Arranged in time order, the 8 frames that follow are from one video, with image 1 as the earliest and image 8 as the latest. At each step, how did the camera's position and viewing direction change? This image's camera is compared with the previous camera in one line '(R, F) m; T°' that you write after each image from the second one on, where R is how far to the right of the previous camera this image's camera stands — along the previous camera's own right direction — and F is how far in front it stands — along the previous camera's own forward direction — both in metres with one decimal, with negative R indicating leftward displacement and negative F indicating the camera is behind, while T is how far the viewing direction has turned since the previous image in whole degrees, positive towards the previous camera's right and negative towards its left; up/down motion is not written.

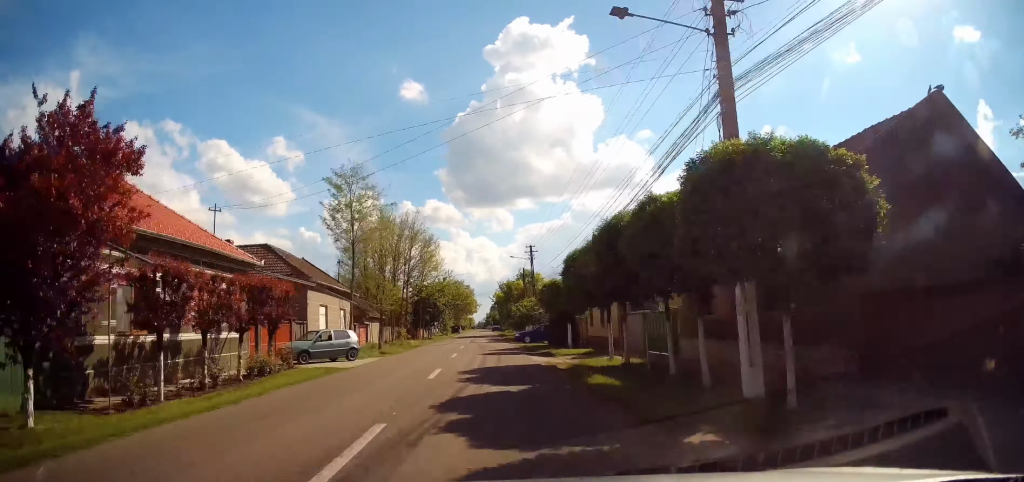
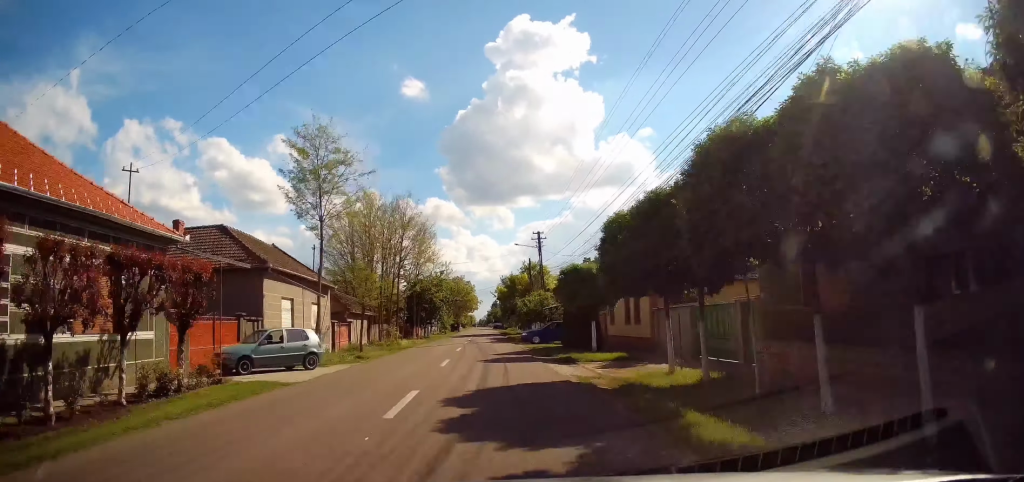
(-0.1, +5.7) m; +1°
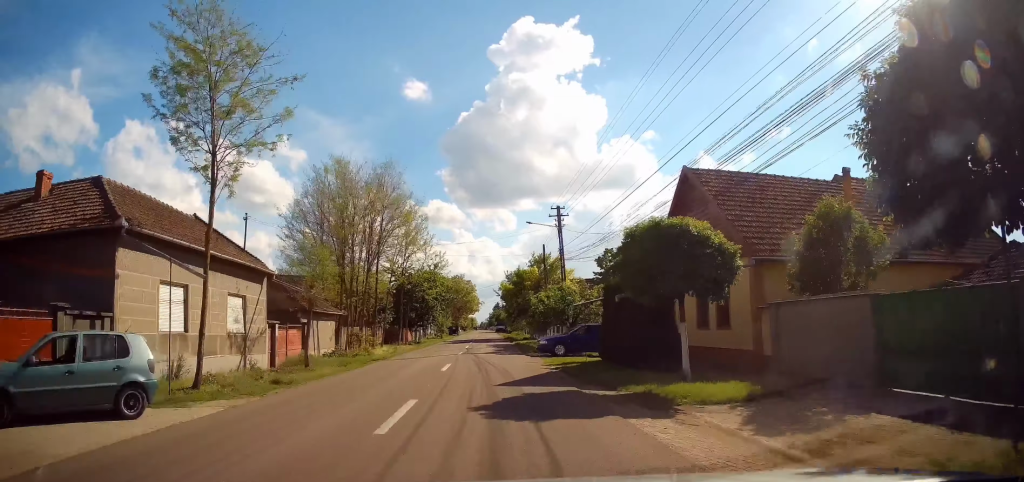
(+0.2, +9.7) m; -1°
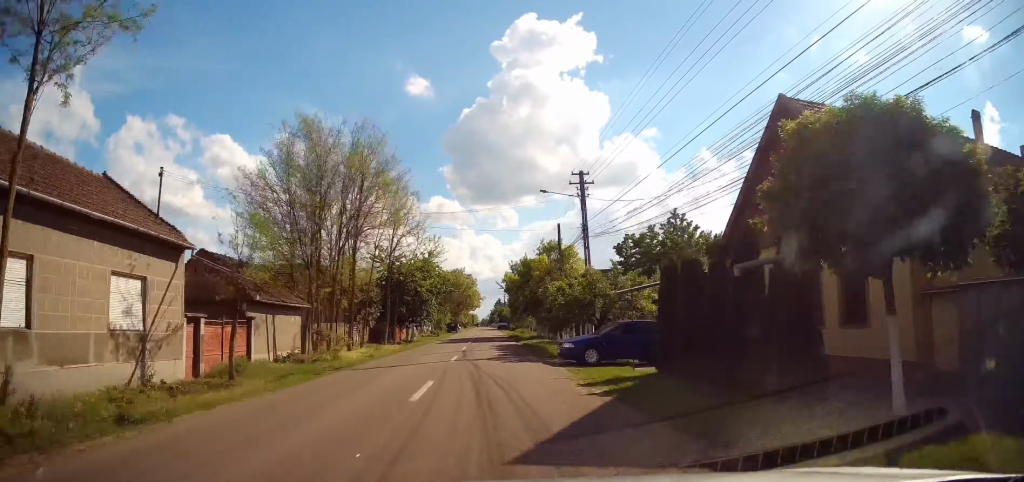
(+0.1, +6.7) m; -1°
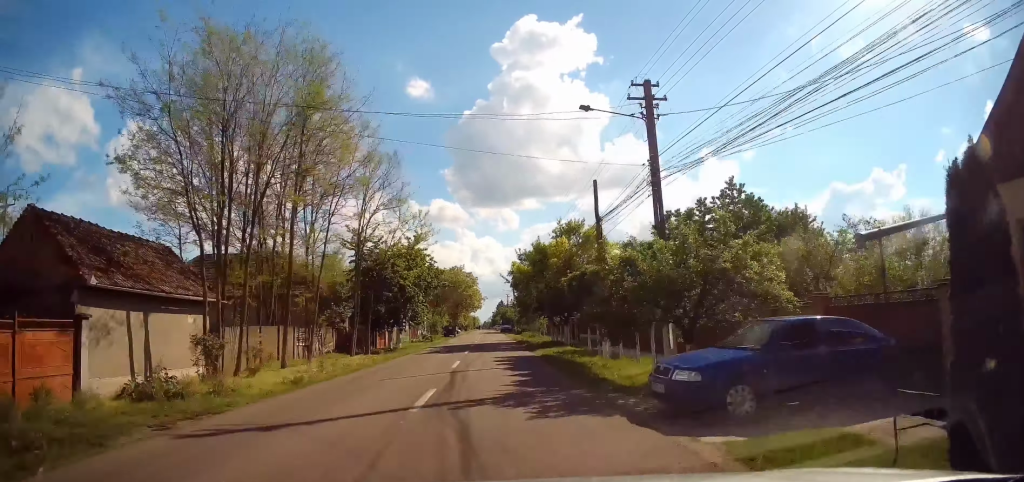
(-0.4, +9.9) m; -1°
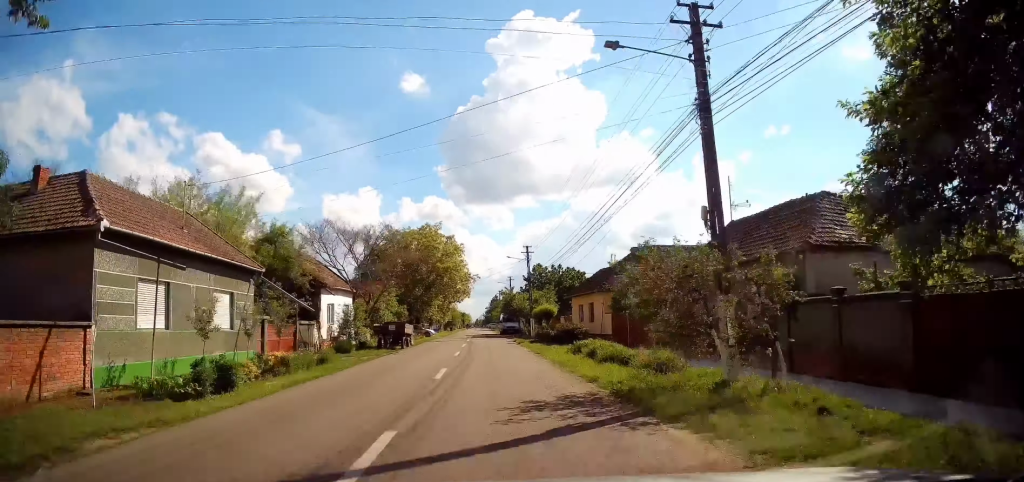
(+1.3, +40.8) m; +1°
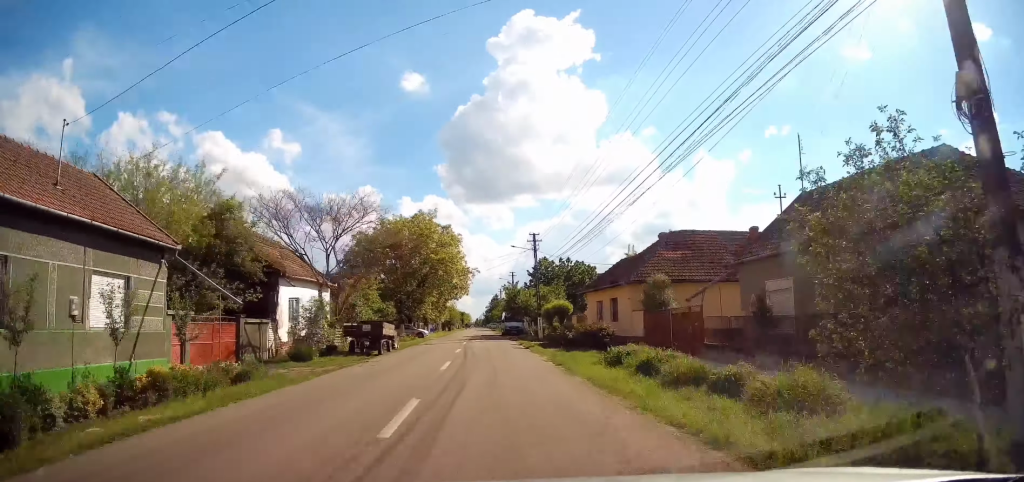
(0.0, +6.6) m; 0°
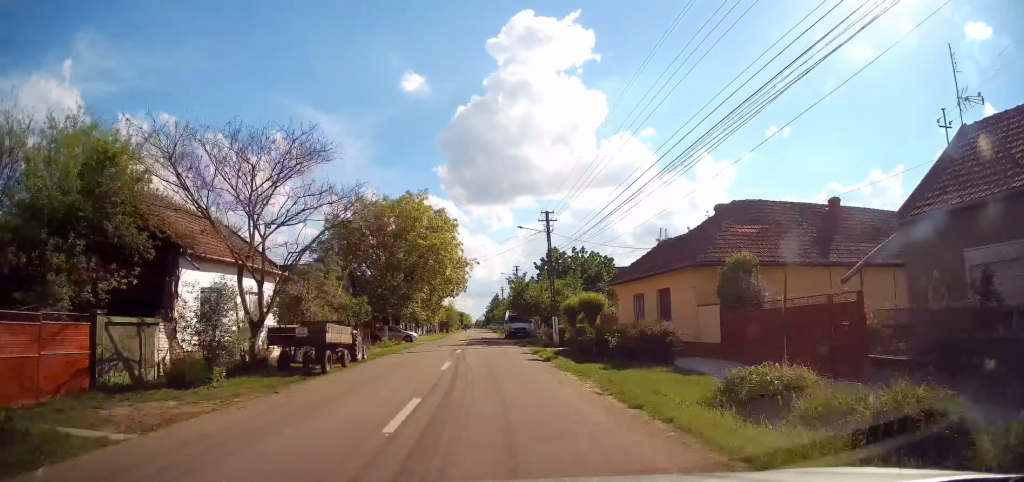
(-0.1, +8.7) m; +1°
